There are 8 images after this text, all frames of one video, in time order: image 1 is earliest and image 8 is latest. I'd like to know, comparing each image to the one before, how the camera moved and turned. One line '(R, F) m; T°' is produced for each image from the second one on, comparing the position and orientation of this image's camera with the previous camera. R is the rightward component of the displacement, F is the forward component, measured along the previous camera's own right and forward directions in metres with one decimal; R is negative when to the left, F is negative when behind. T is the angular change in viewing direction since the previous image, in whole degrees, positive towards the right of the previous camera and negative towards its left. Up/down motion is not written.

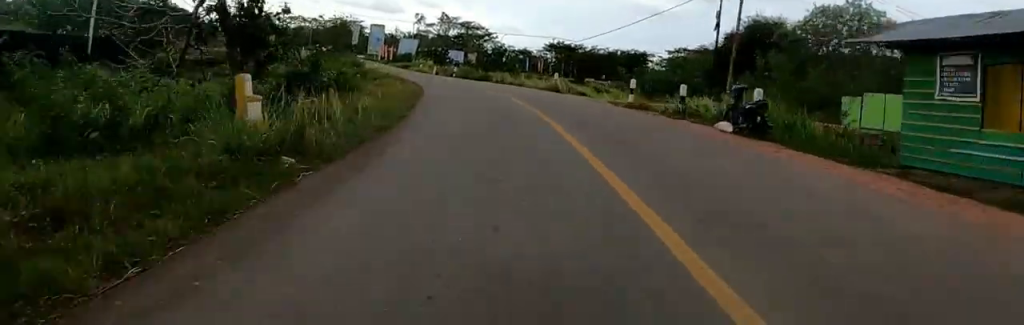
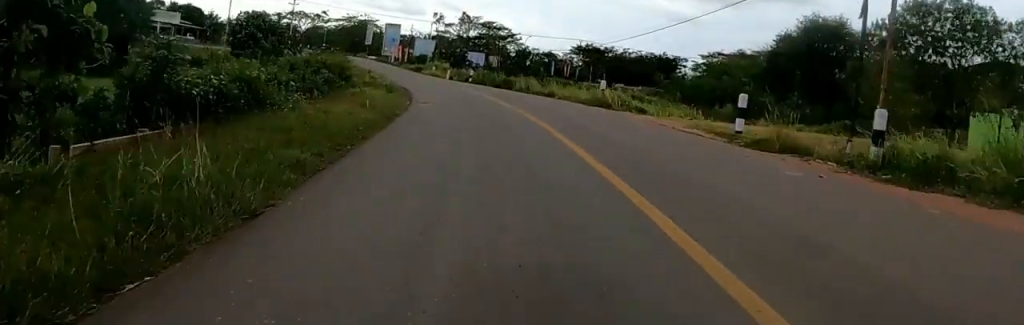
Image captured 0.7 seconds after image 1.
(-1.4, +9.1) m; 0°
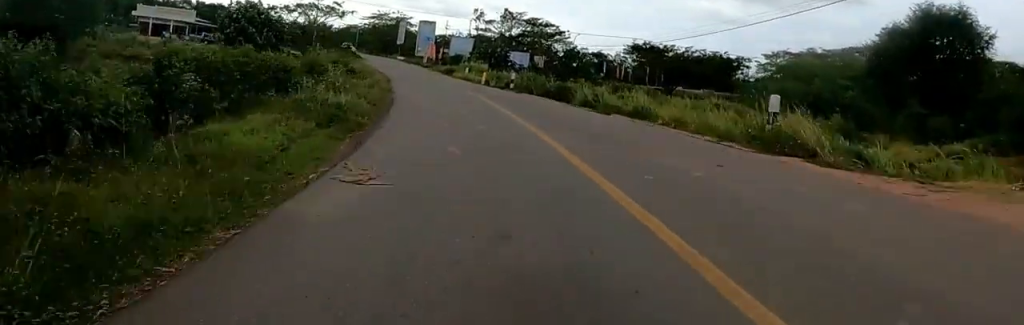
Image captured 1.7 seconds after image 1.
(+1.6, +11.8) m; -1°
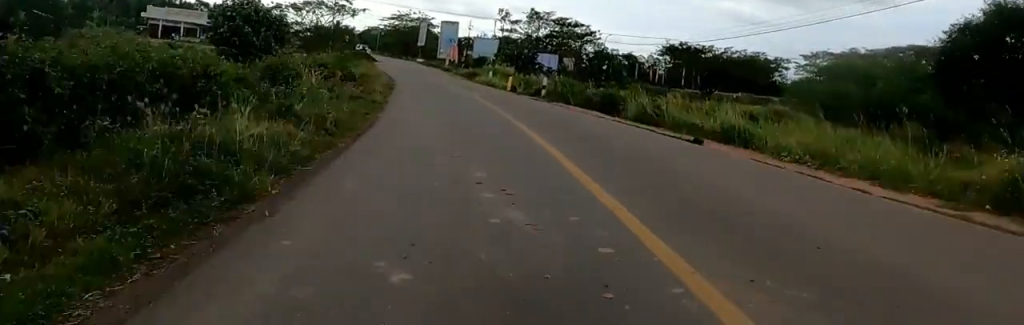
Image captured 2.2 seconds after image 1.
(-0.8, +6.3) m; -3°
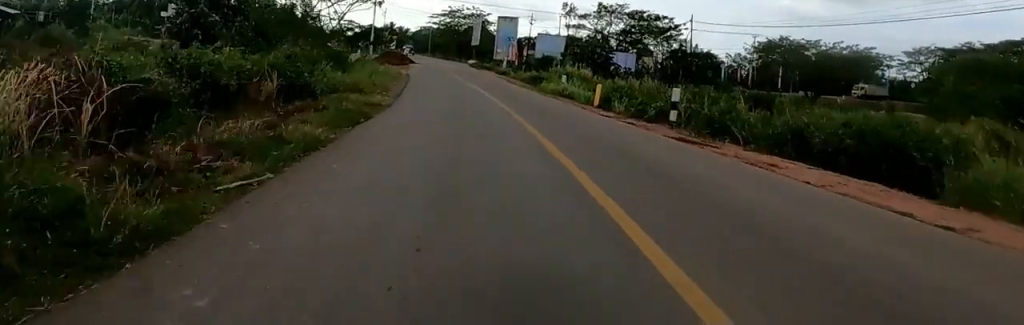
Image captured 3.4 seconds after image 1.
(-0.7, +14.1) m; -6°
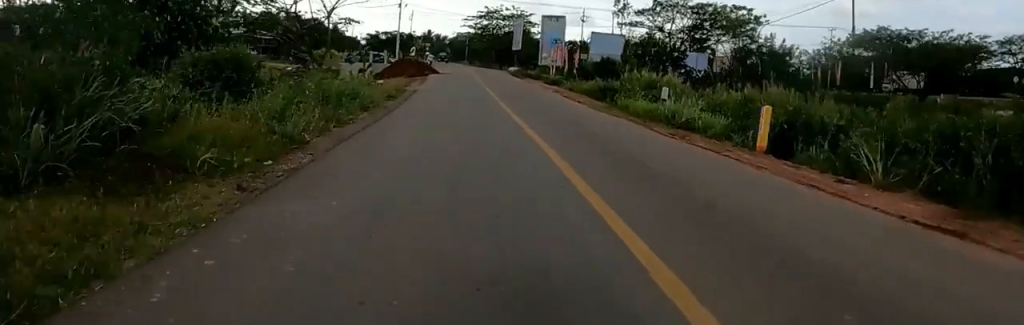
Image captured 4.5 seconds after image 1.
(-0.9, +11.5) m; -4°
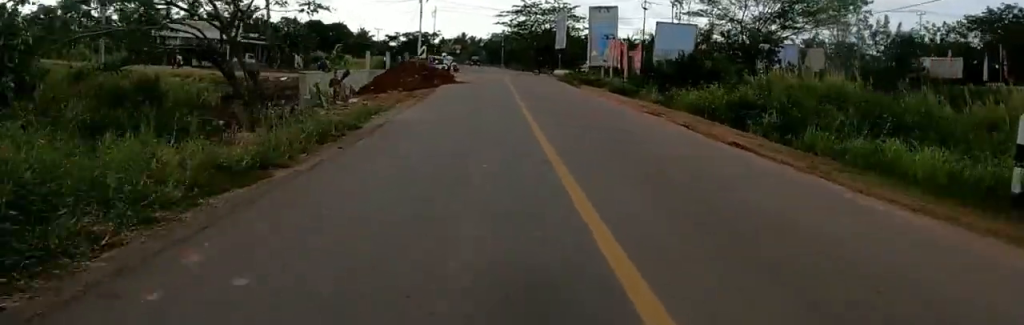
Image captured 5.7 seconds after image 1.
(+0.3, +11.7) m; -2°
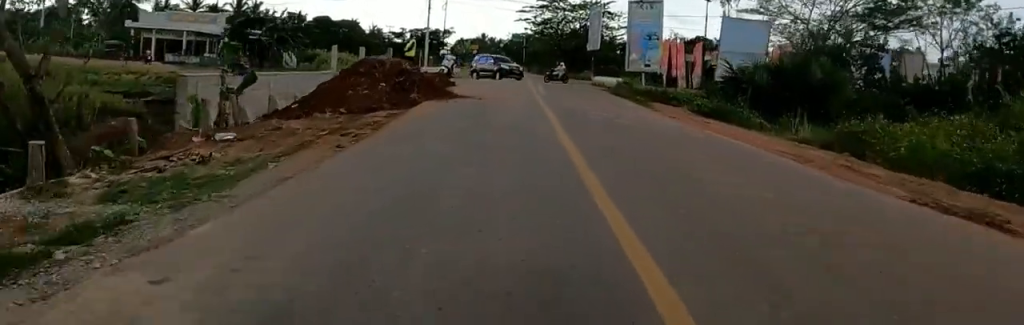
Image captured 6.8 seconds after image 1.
(-0.8, +9.7) m; +2°
